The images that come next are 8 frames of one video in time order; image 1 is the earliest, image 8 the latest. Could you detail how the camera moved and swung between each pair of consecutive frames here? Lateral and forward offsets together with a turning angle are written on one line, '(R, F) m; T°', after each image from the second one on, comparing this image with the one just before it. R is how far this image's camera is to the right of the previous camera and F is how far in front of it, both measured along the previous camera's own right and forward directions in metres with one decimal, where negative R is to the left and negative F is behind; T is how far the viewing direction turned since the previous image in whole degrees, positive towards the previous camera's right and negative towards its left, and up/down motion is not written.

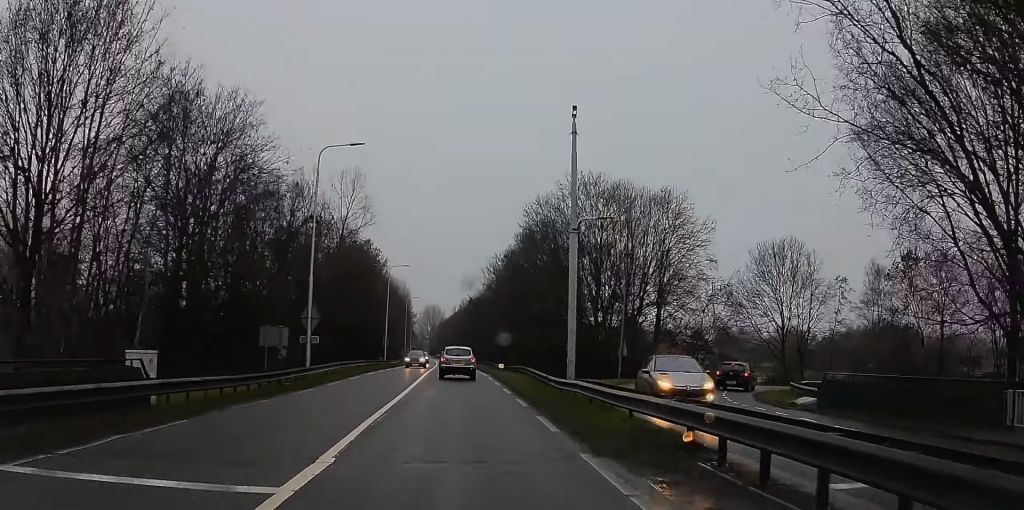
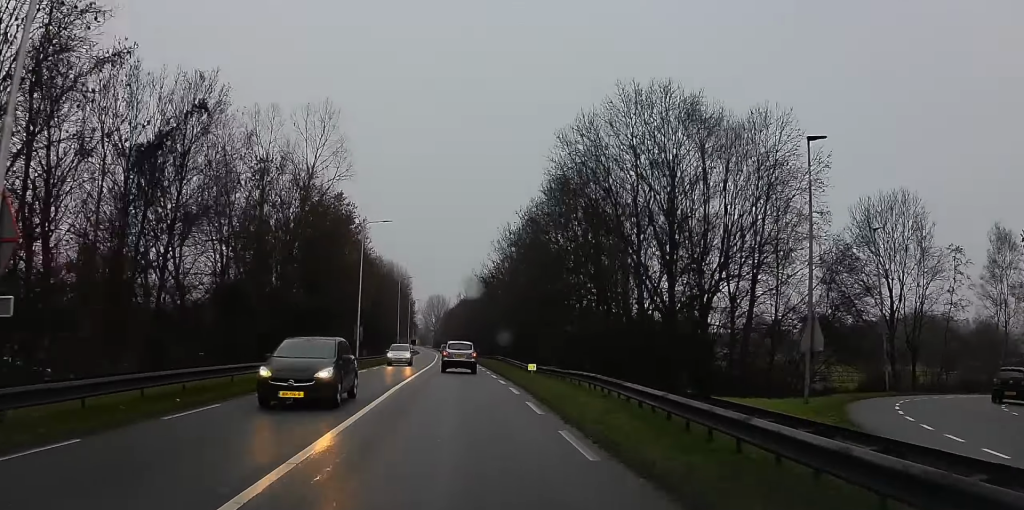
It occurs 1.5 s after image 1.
(-0.9, +24.2) m; -5°
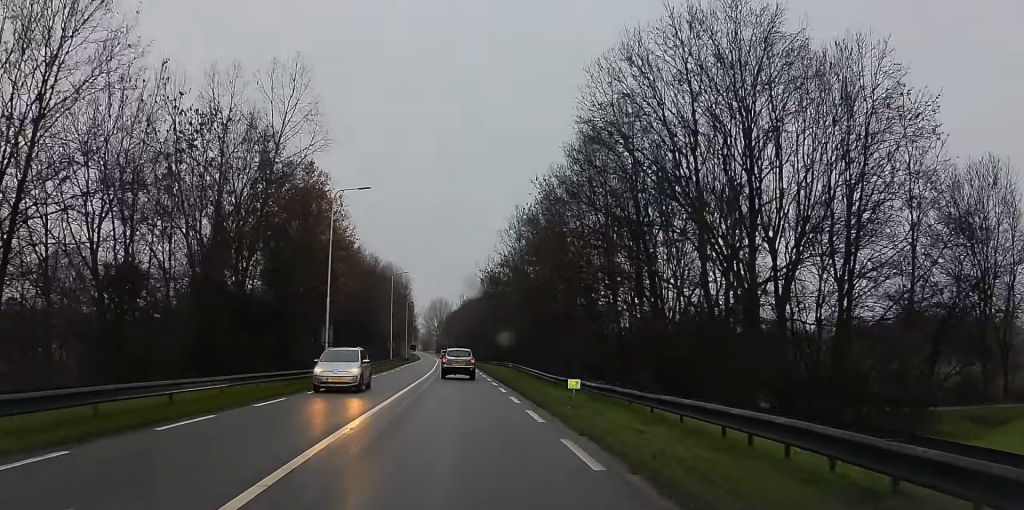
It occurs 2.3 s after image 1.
(-0.3, +13.4) m; -1°
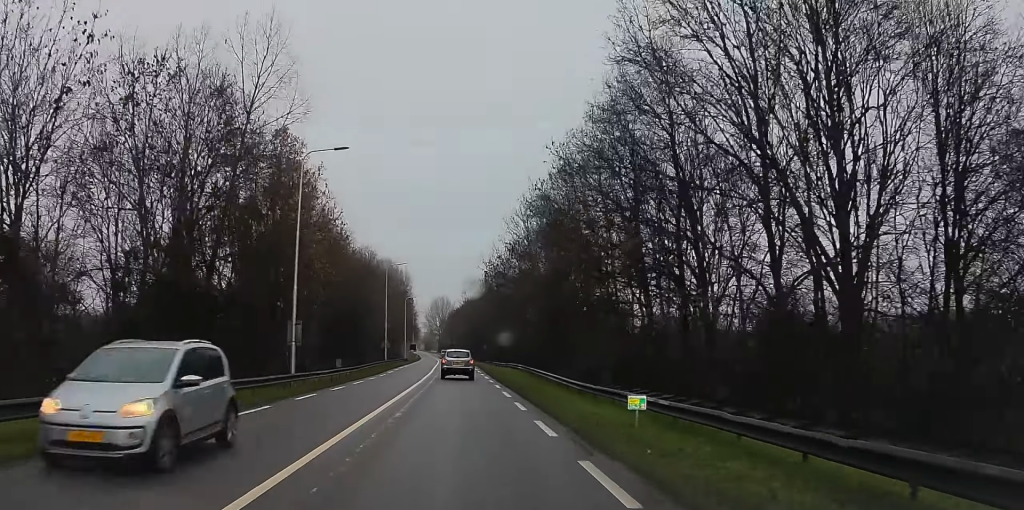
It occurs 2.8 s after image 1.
(0.0, +8.2) m; 0°
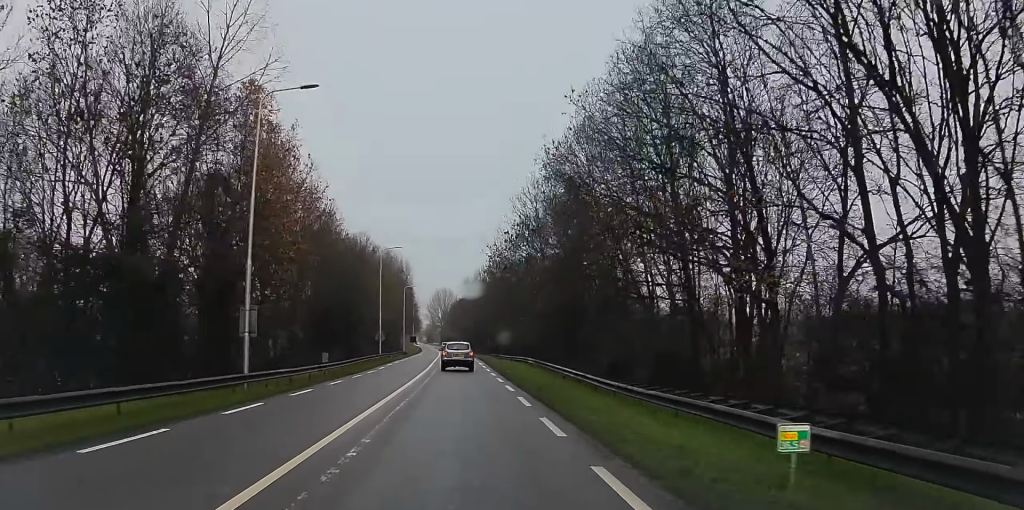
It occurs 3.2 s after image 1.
(0.0, +7.6) m; 0°
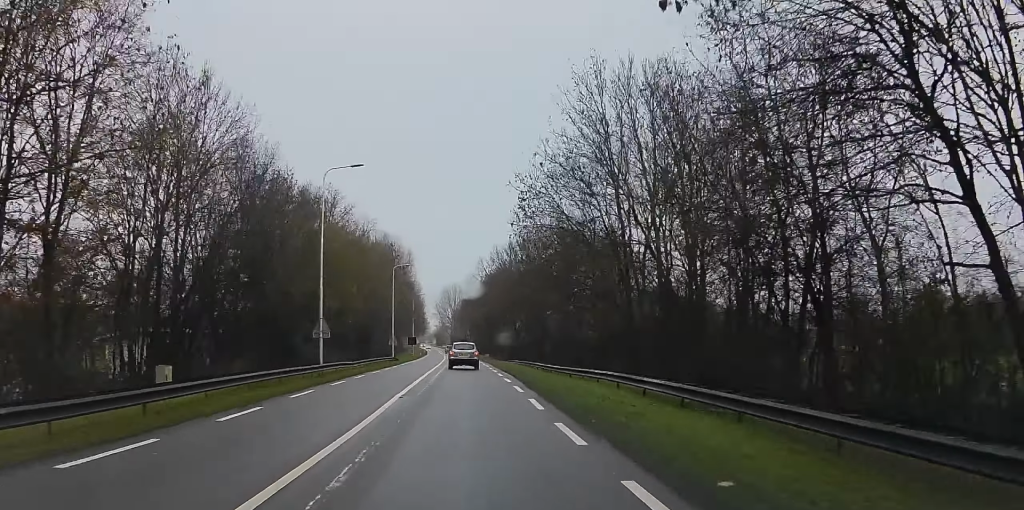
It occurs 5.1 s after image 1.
(0.0, +33.1) m; 0°
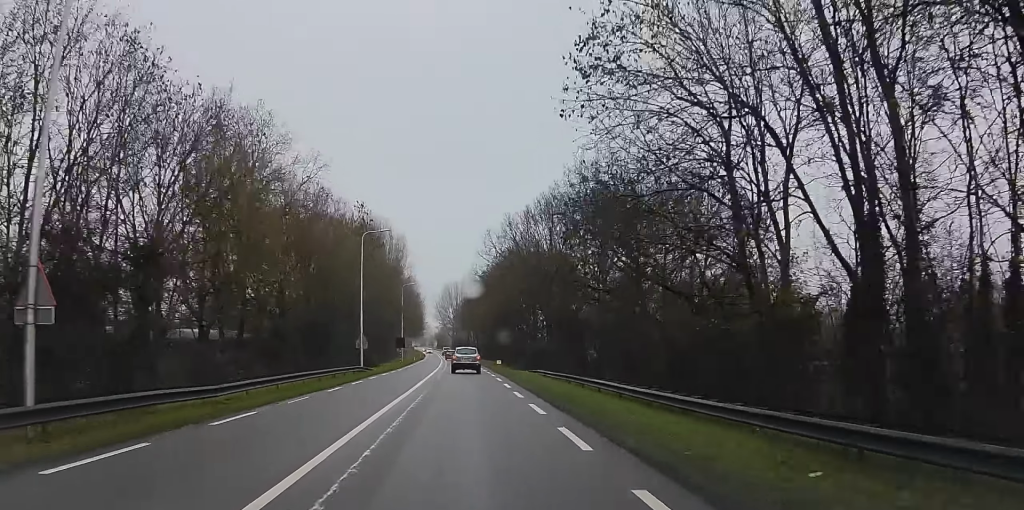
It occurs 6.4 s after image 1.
(0.0, +24.7) m; 0°
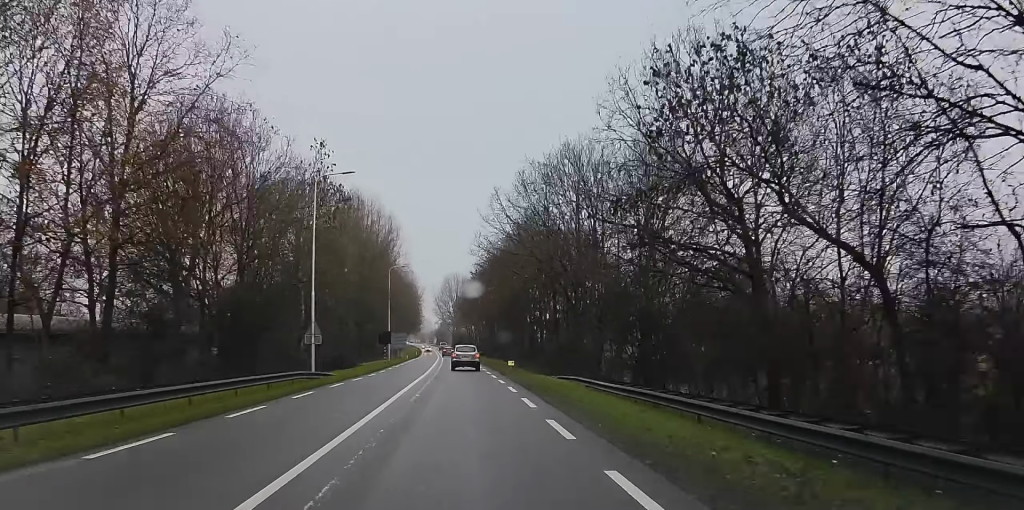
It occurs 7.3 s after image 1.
(0.0, +16.3) m; 0°
